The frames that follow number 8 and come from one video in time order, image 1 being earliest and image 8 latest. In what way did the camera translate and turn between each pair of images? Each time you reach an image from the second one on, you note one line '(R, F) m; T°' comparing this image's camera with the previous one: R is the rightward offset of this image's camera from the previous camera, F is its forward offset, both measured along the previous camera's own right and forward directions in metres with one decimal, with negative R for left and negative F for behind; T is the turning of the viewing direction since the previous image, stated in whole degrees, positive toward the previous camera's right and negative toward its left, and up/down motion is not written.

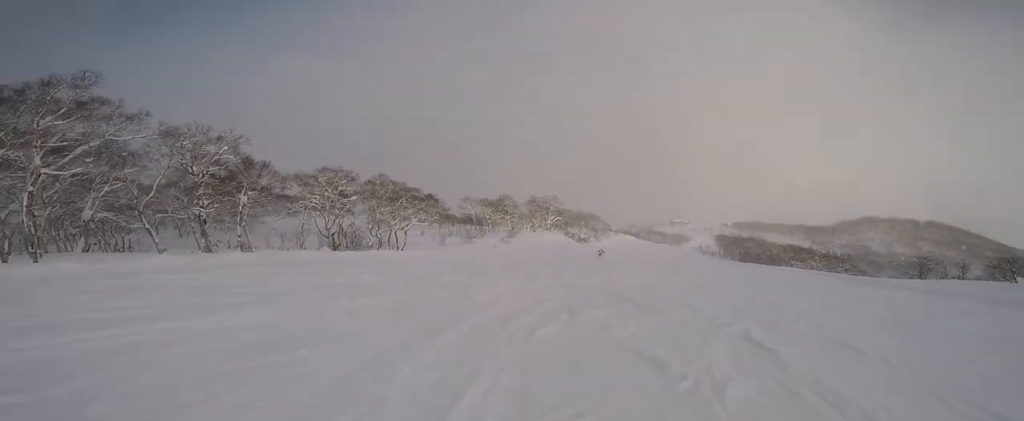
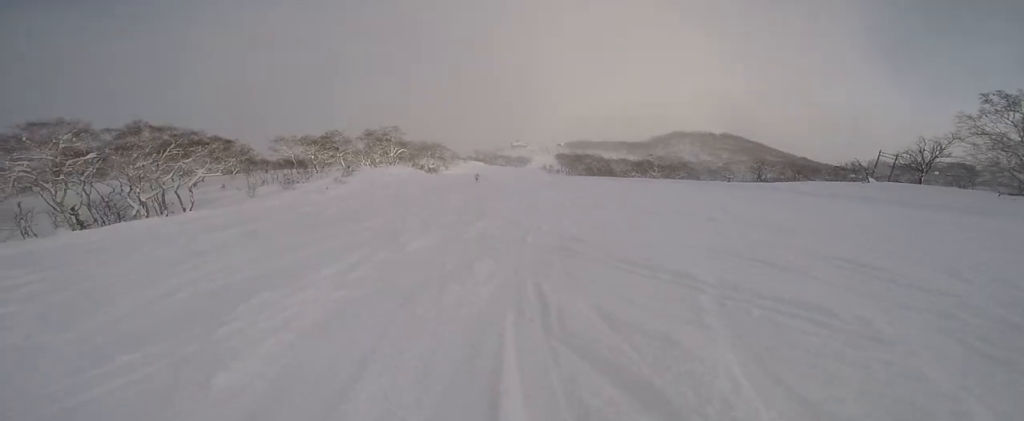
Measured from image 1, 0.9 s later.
(-0.3, +7.6) m; +14°
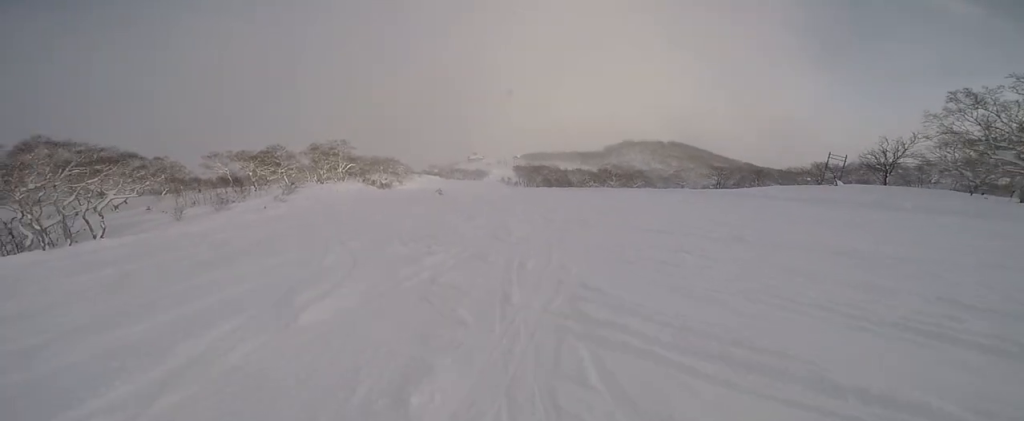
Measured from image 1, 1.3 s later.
(+0.1, +3.2) m; +4°
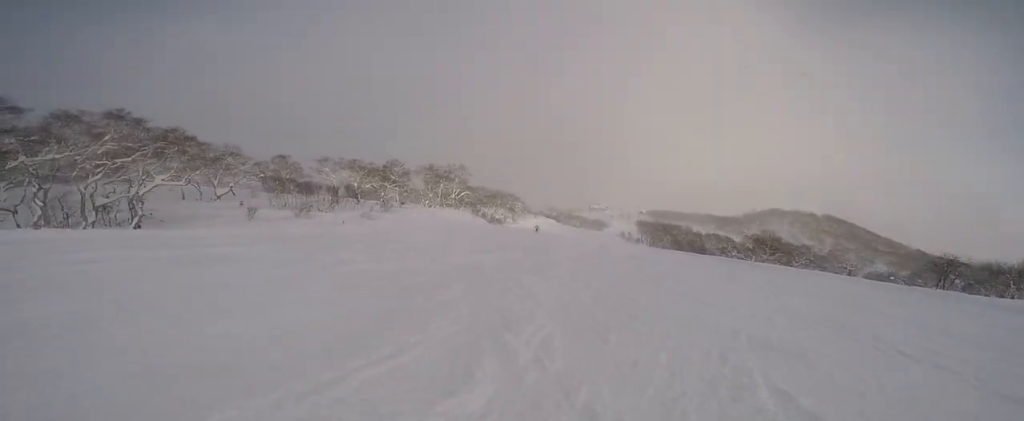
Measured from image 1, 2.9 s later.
(+0.1, +12.3) m; -15°
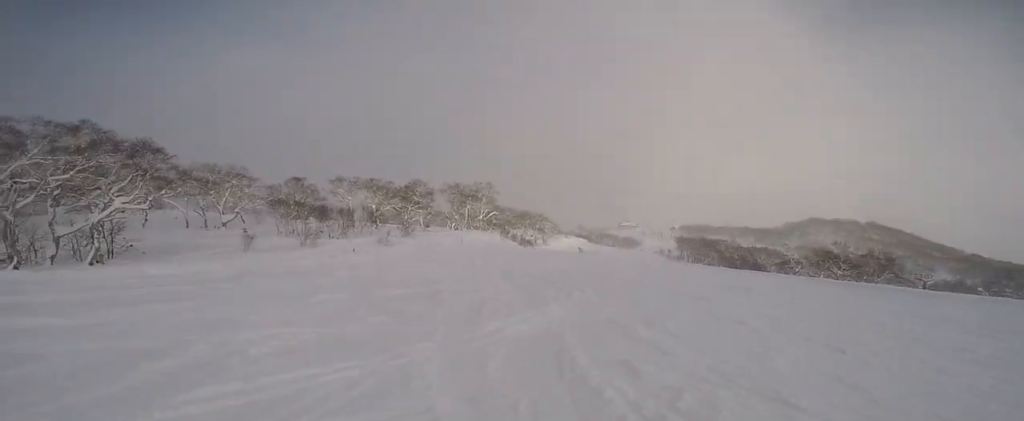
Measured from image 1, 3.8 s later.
(-0.6, +8.3) m; +2°
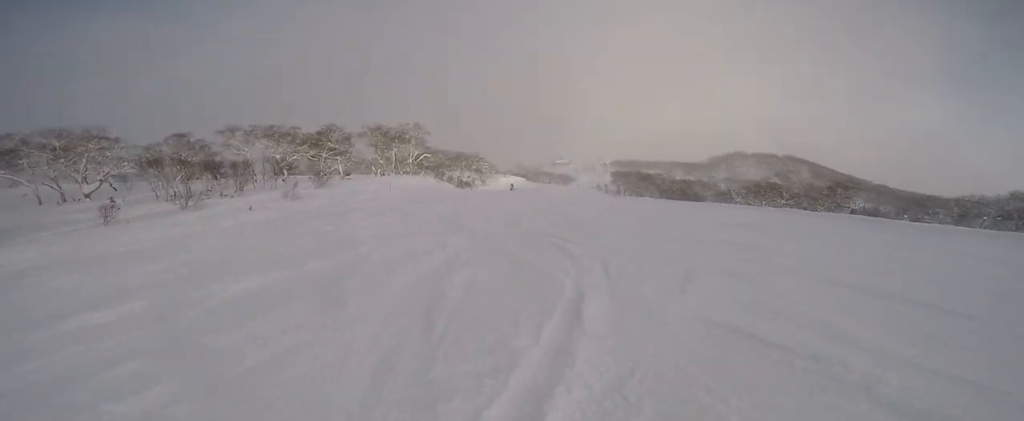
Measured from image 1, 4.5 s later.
(+0.3, +5.2) m; +6°
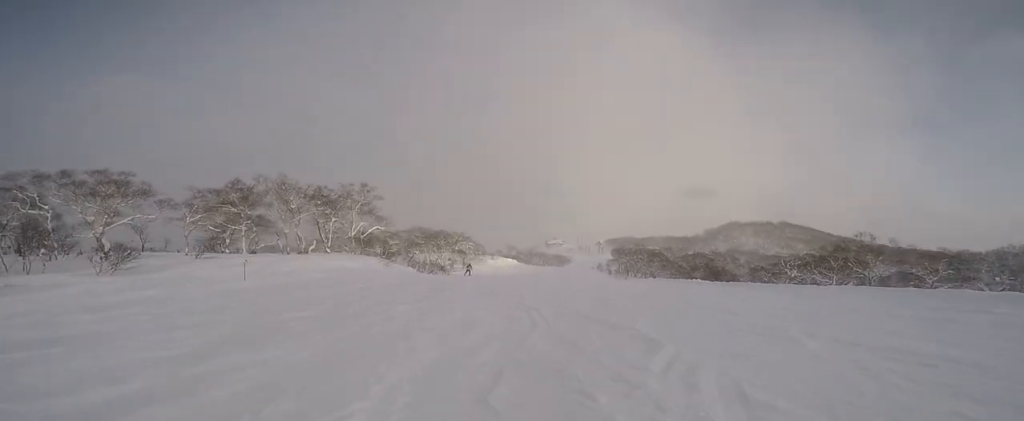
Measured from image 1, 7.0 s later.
(+2.5, +21.5) m; +7°
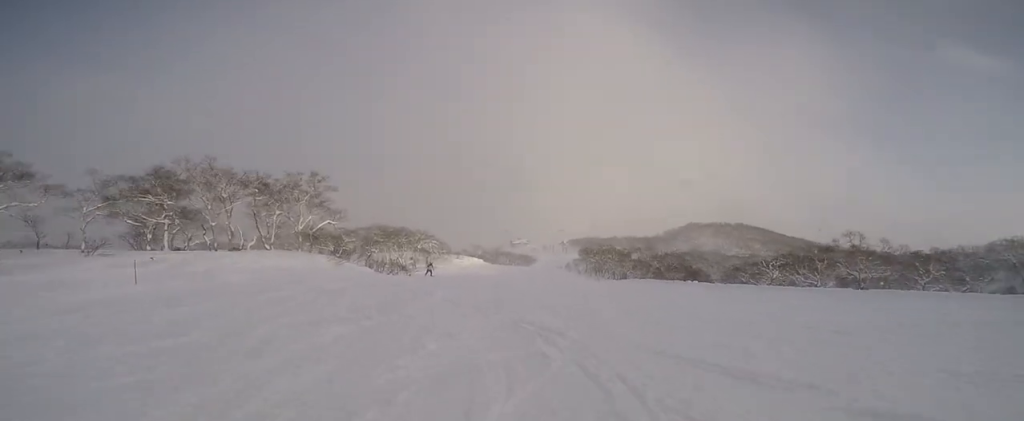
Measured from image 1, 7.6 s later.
(0.0, +5.2) m; 0°
